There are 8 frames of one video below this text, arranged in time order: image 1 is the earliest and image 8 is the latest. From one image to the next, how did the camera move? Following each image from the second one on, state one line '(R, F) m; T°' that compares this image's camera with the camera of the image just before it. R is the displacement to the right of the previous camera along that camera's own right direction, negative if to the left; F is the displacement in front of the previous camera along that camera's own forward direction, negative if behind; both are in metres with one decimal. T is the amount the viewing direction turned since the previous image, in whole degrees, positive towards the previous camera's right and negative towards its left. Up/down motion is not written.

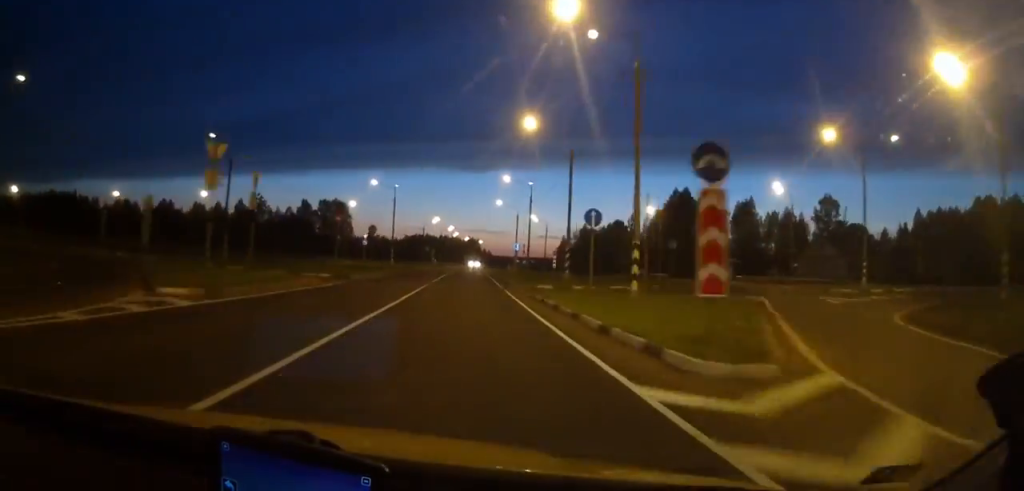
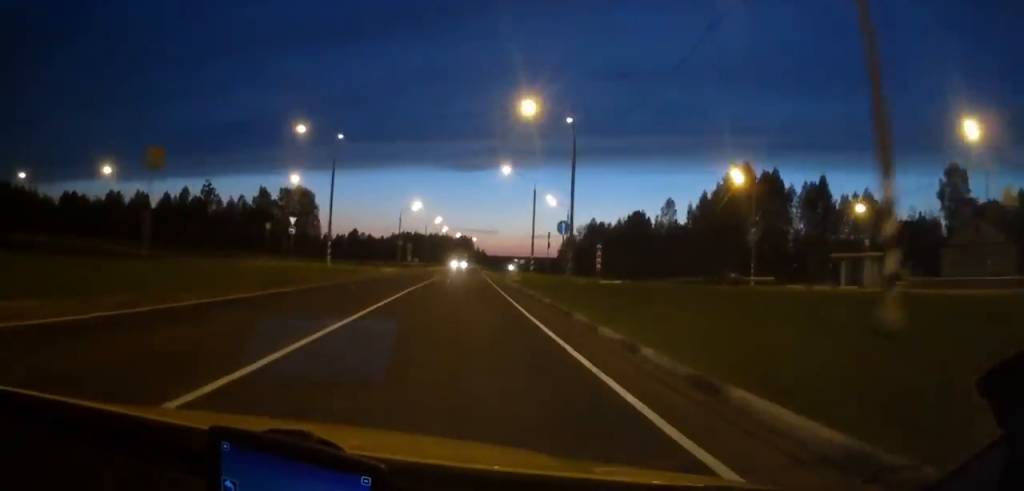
(+0.2, +35.3) m; +1°
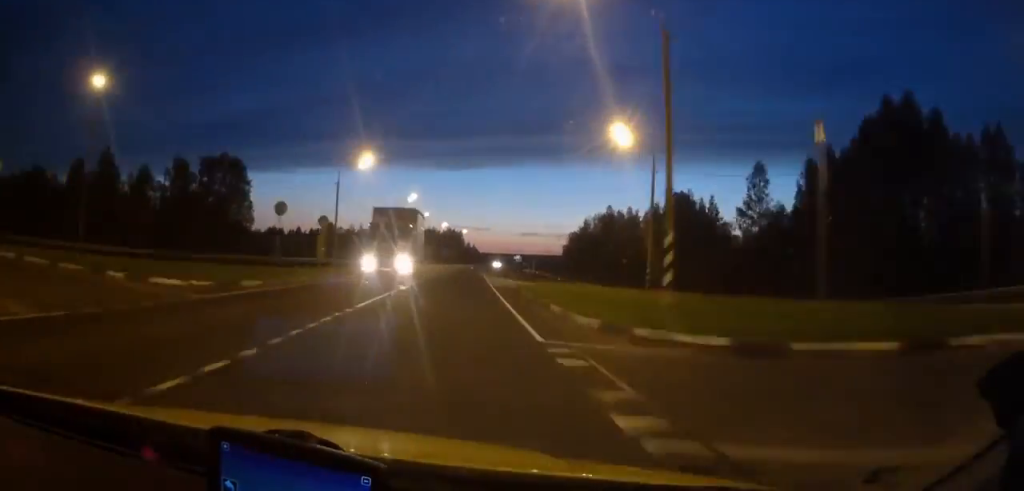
(-0.2, +46.3) m; +1°
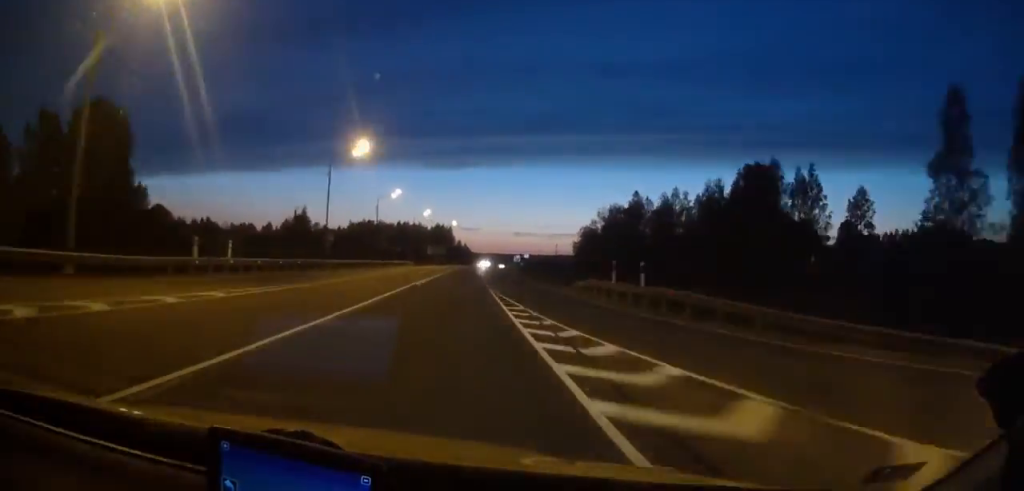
(+0.9, +43.9) m; +1°
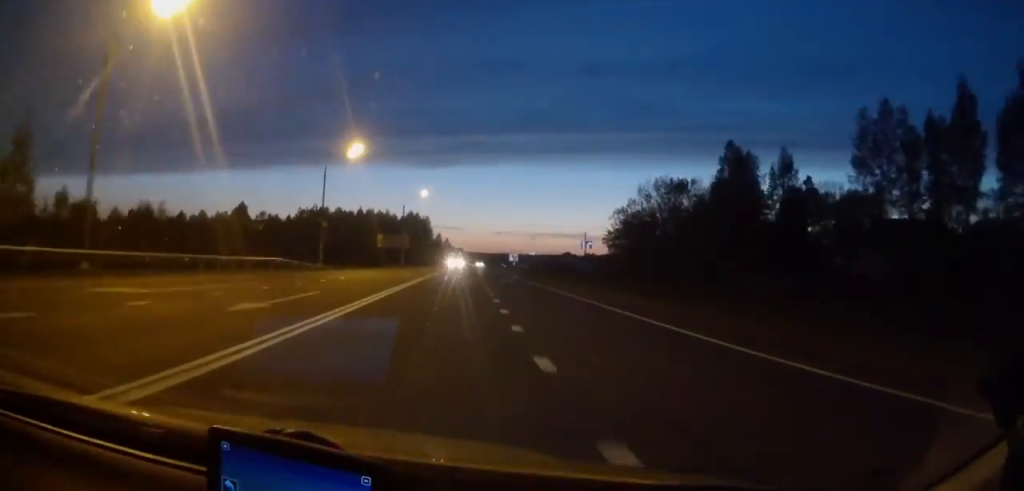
(+1.0, +69.6) m; +2°
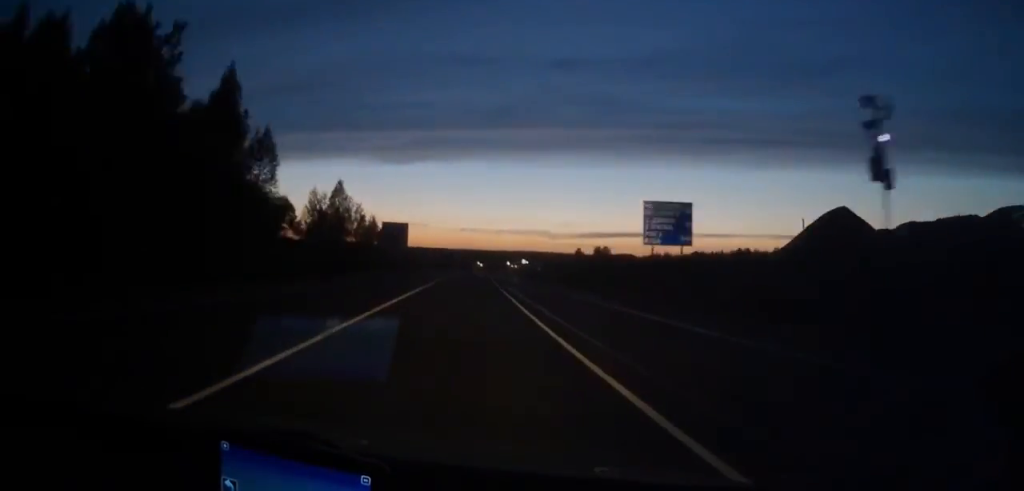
(+5.4, +188.7) m; +3°
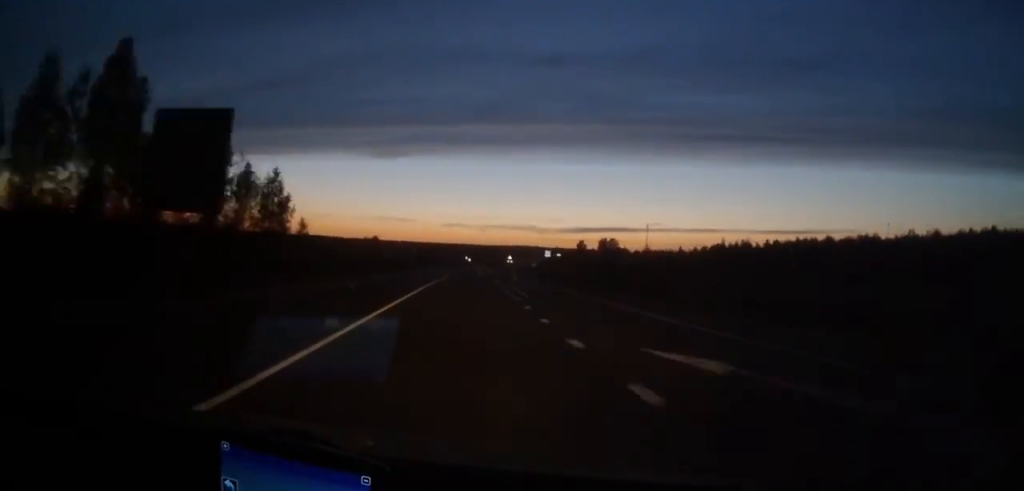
(+0.4, +60.7) m; +1°
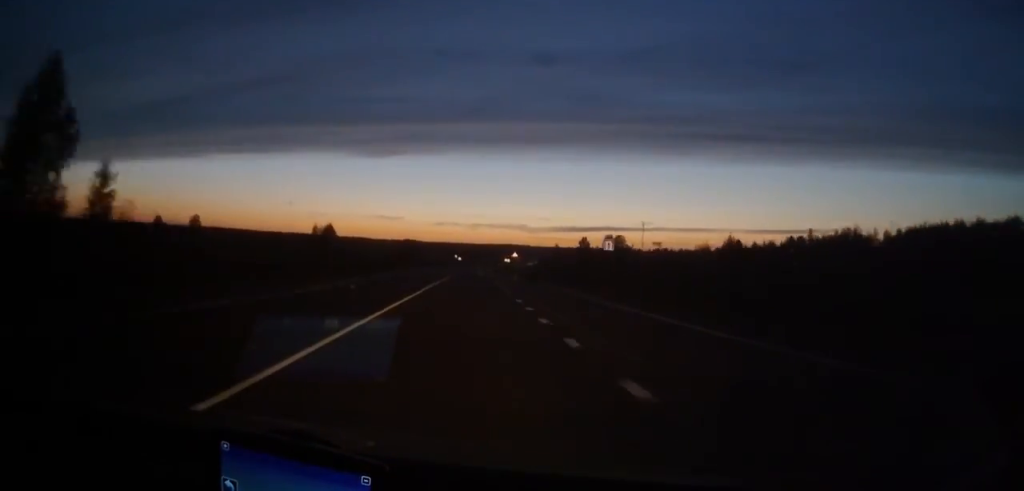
(+0.8, +40.7) m; +1°
